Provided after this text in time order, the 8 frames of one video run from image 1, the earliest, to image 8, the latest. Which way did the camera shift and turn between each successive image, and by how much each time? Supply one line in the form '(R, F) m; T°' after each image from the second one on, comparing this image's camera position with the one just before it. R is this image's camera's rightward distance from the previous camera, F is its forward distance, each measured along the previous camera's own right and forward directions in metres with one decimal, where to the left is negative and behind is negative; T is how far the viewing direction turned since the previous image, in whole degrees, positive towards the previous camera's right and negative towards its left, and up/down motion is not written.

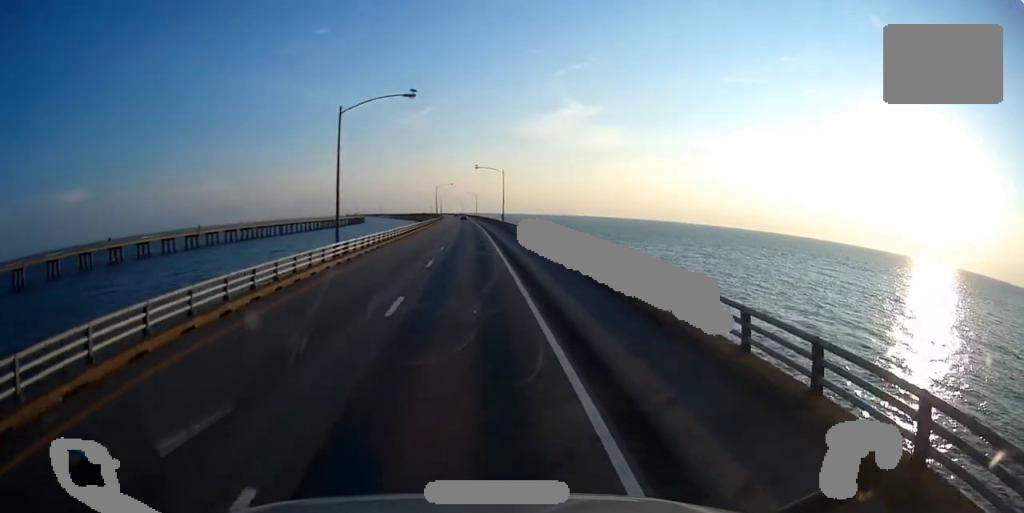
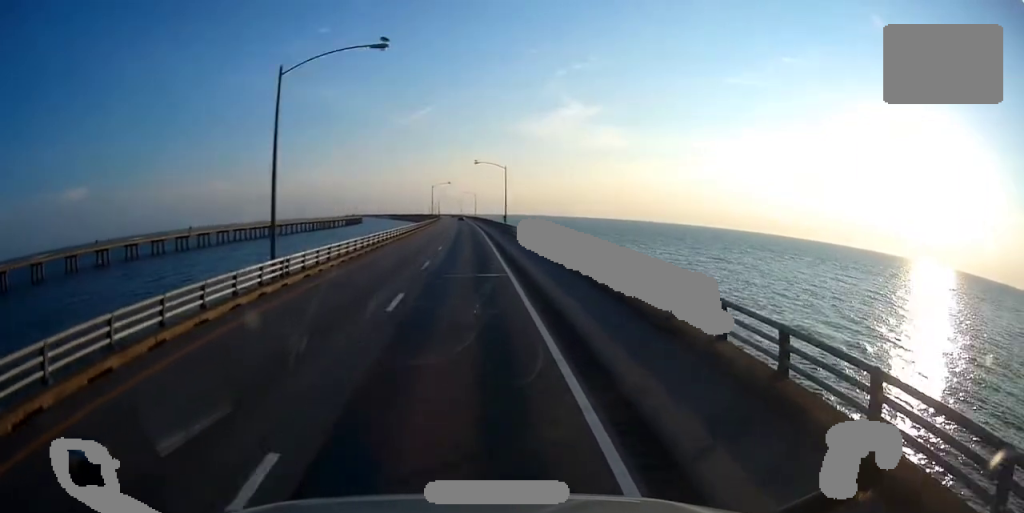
(0.0, +11.4) m; 0°
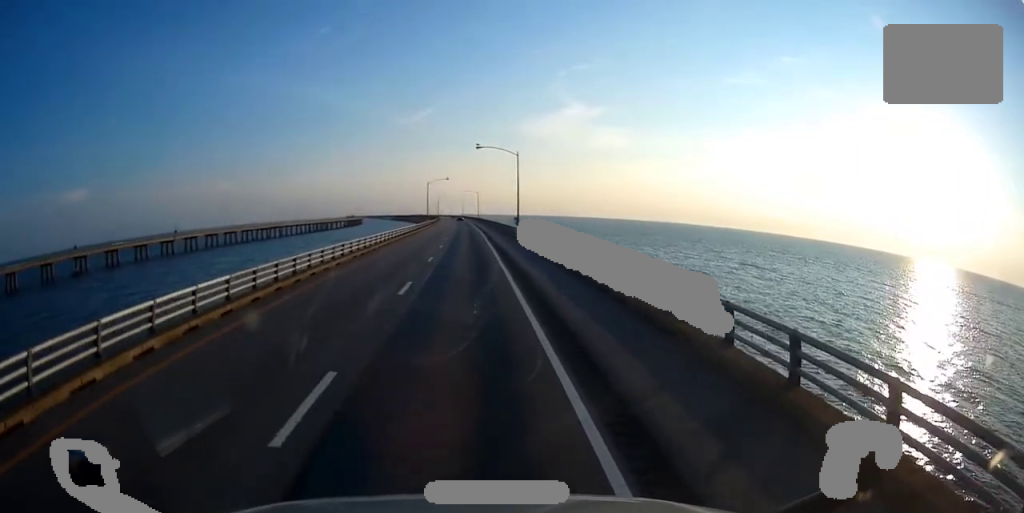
(+0.1, +20.7) m; 0°
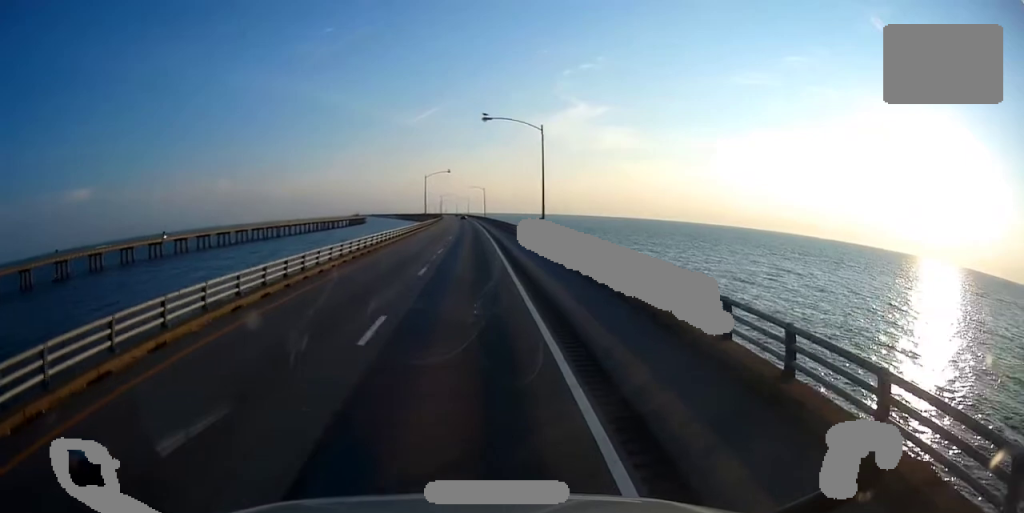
(0.0, +18.7) m; 0°
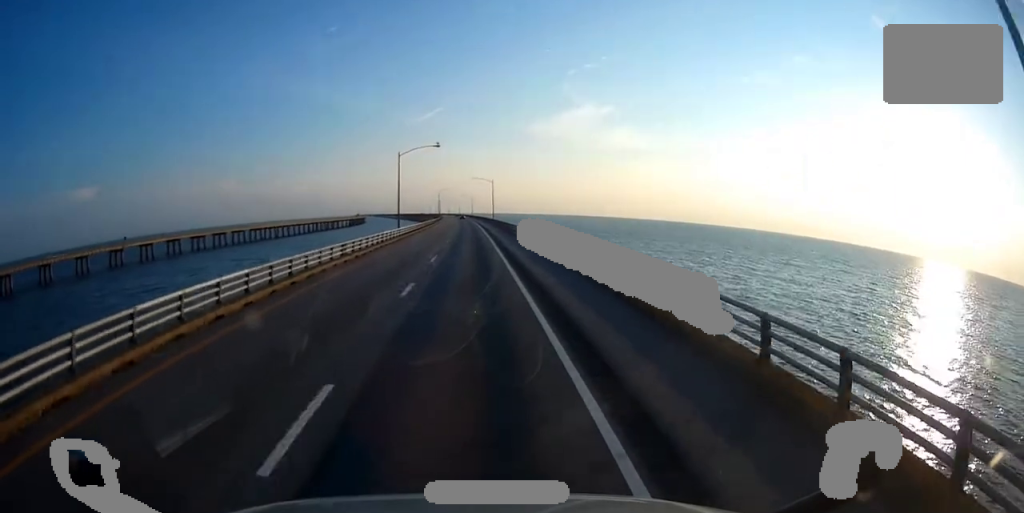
(-0.5, +41.5) m; -1°
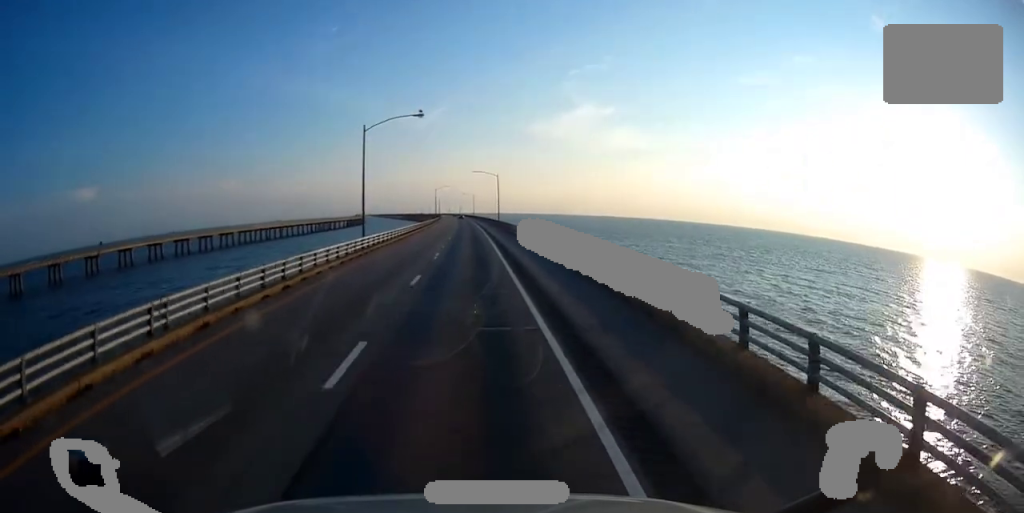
(-0.1, +20.9) m; 0°
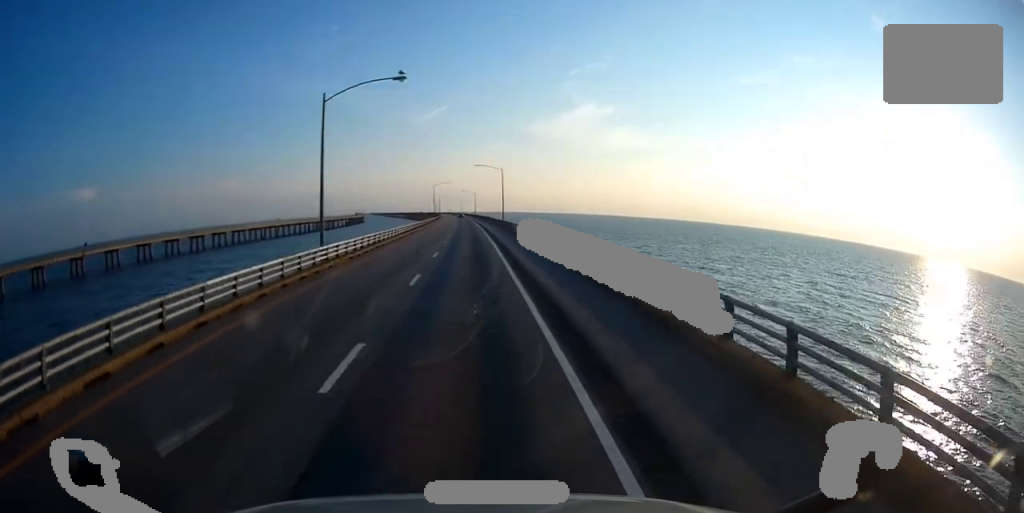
(+0.1, +12.5) m; 0°
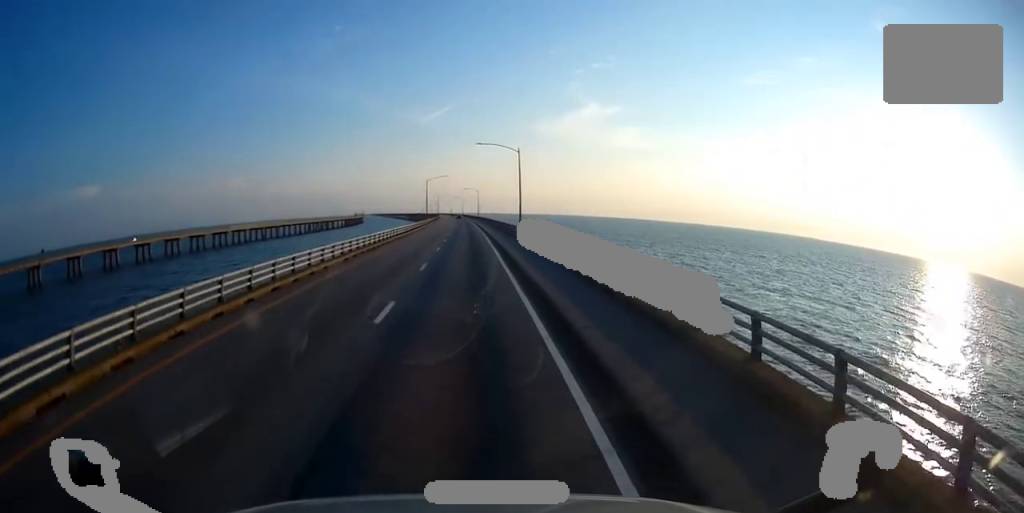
(-0.1, +30.4) m; 0°
